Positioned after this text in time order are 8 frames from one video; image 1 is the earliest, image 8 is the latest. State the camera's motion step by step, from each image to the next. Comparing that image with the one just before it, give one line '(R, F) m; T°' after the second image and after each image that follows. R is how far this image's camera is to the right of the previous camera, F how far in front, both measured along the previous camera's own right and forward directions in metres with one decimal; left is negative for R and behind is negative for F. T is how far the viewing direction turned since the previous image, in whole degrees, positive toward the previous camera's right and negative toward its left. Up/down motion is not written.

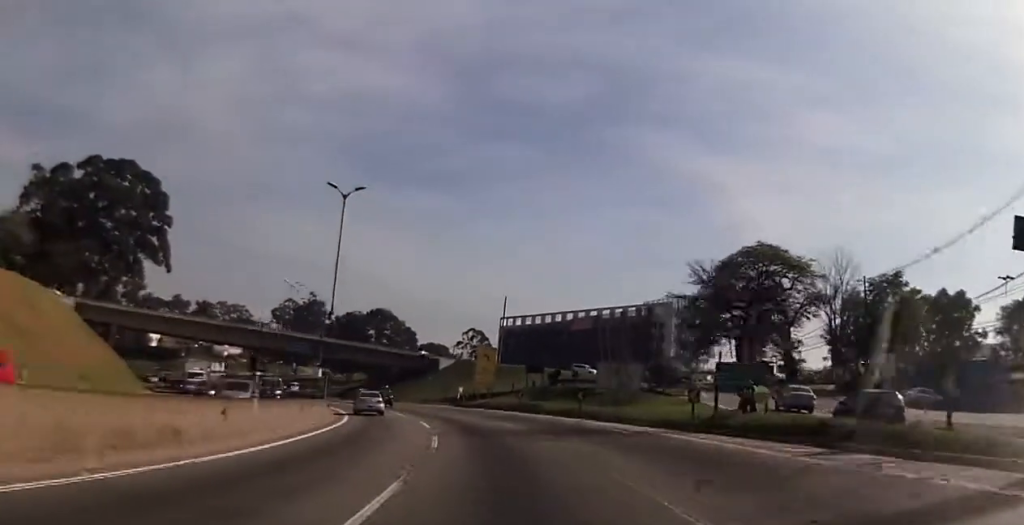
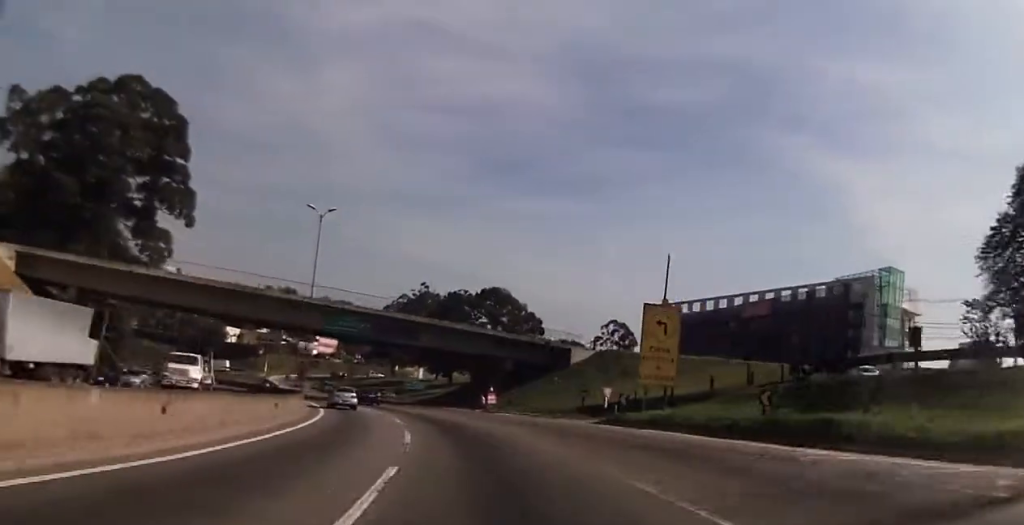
(-0.8, +34.5) m; -5°
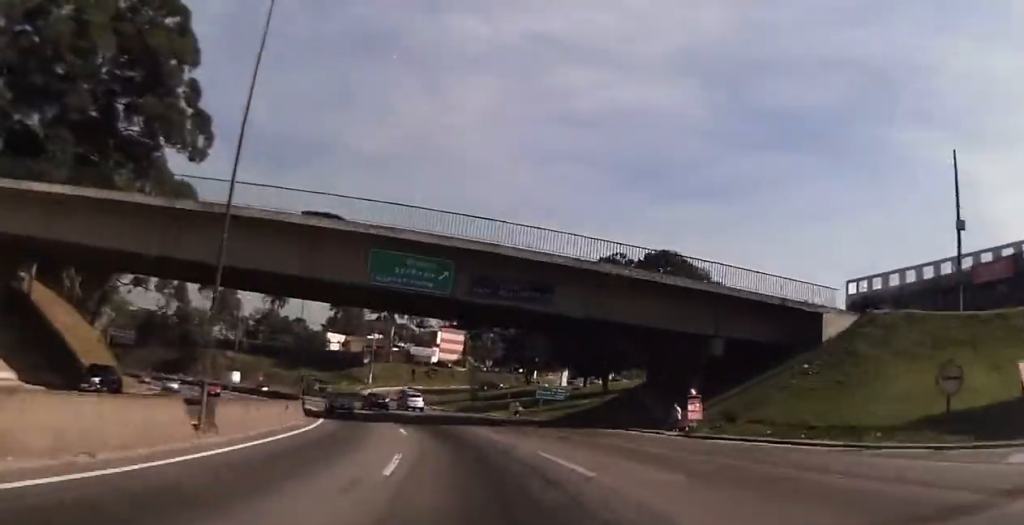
(-2.3, +30.9) m; -10°
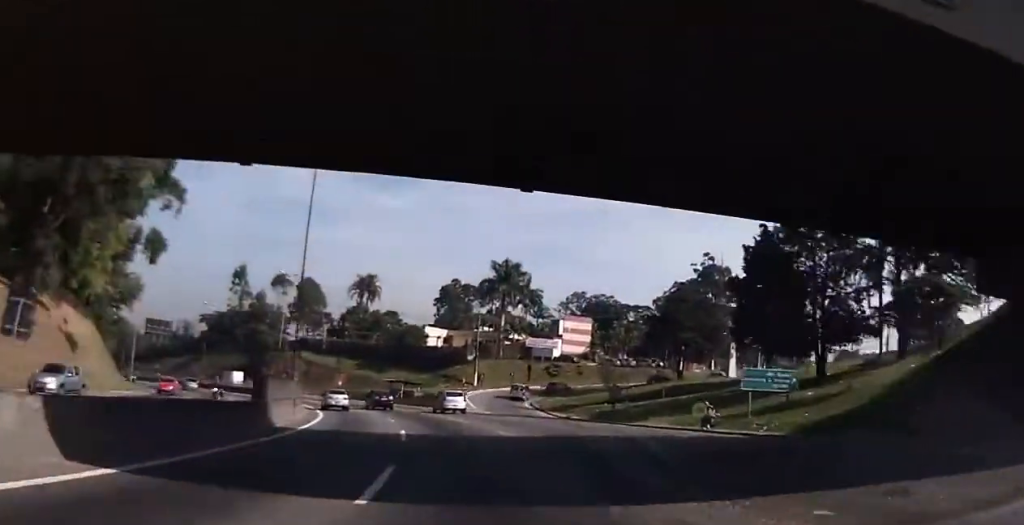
(-2.7, +26.2) m; -10°
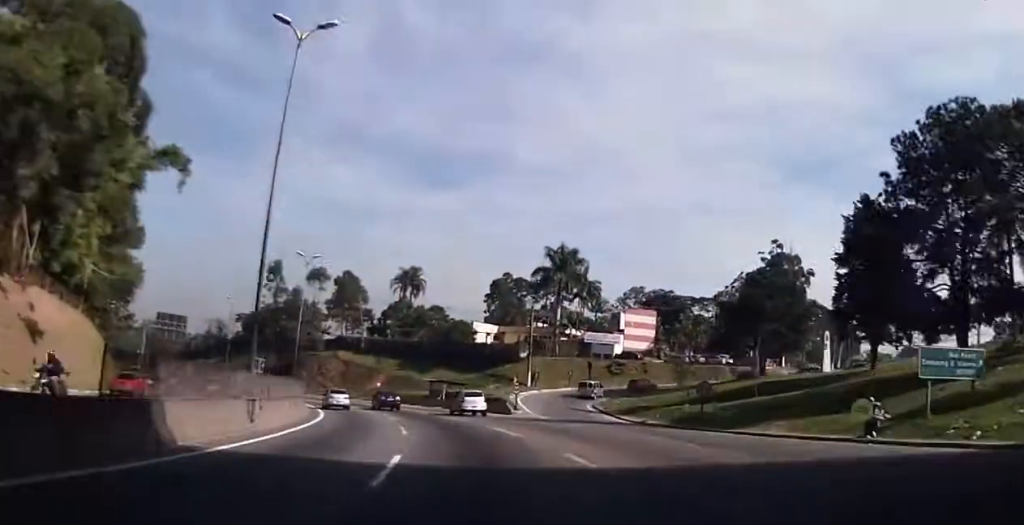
(-0.5, +10.7) m; -3°
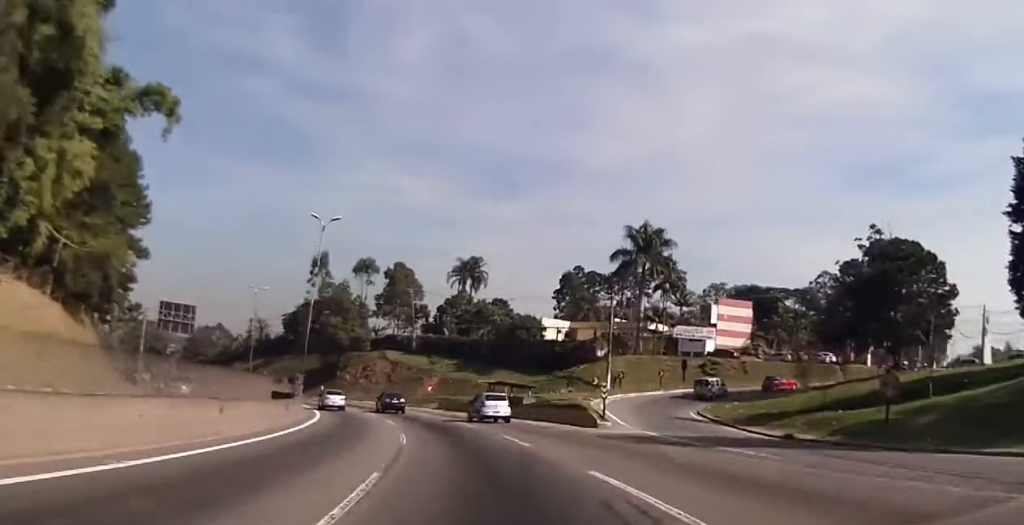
(-0.5, +14.6) m; -5°
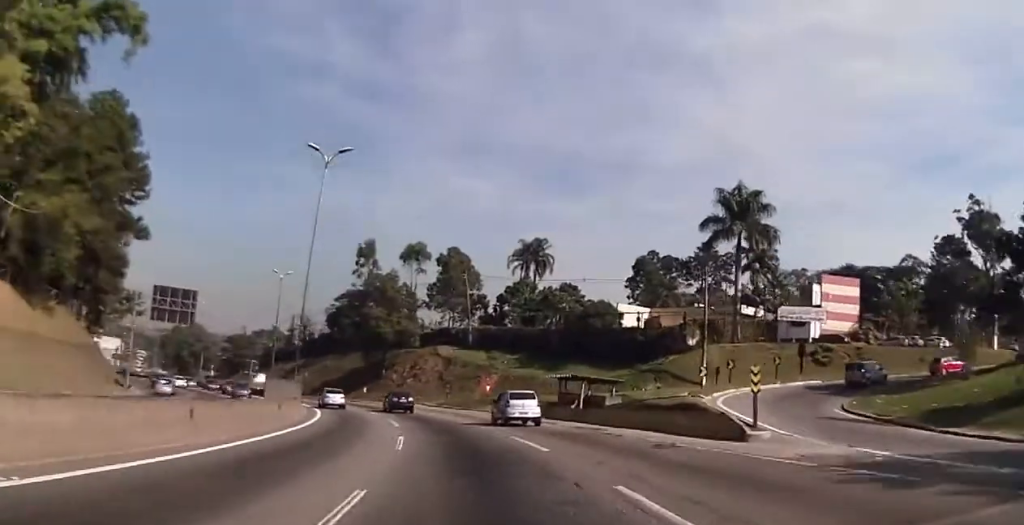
(-0.2, +13.4) m; -5°
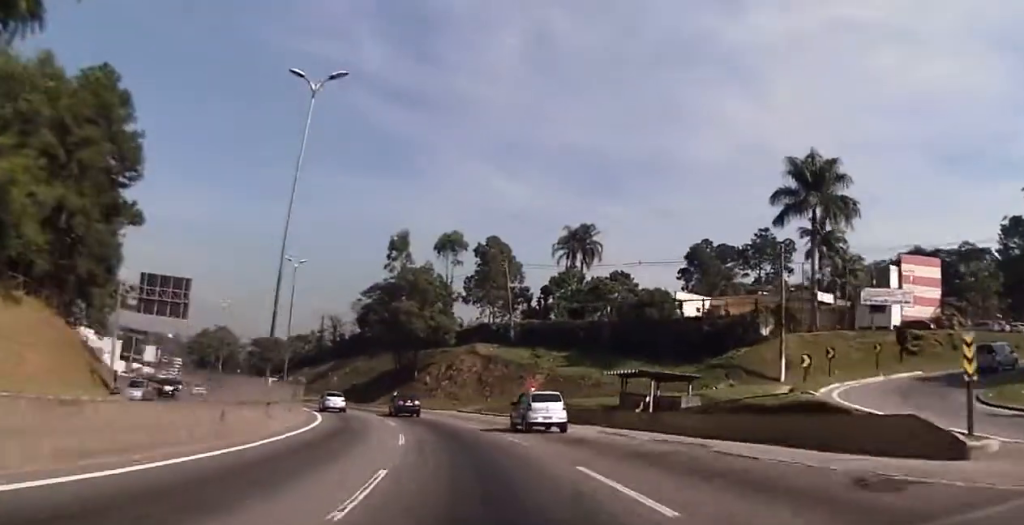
(-0.4, +8.8) m; -5°
